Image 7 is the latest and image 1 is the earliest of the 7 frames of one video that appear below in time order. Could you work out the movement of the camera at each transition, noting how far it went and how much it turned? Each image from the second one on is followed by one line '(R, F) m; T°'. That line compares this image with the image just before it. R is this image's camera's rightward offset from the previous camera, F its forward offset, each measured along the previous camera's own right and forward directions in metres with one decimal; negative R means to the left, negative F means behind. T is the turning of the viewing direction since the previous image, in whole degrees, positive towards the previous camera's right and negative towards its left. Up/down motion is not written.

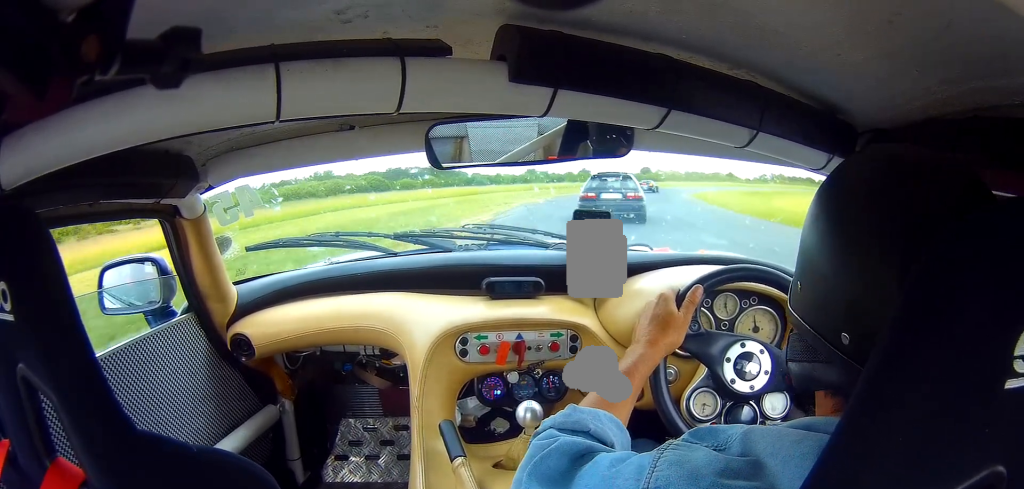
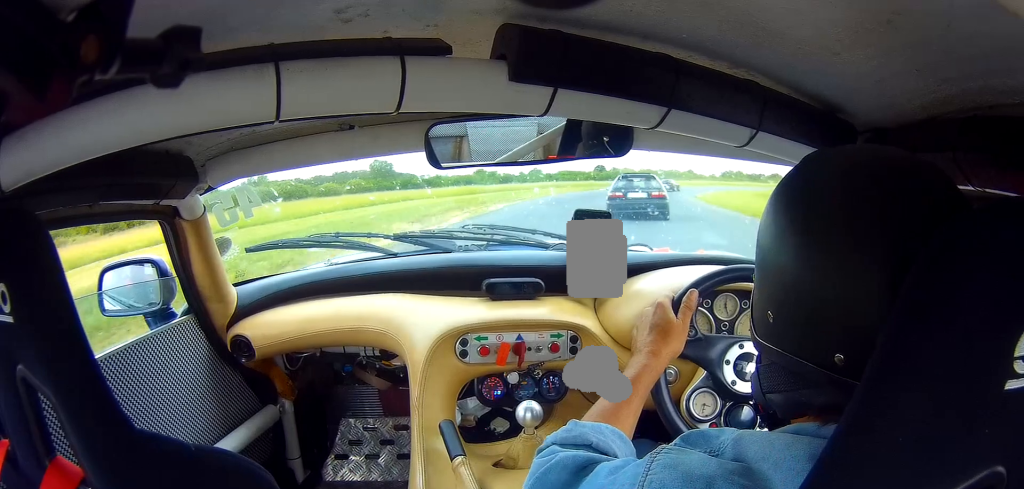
(-0.1, +19.6) m; +5°
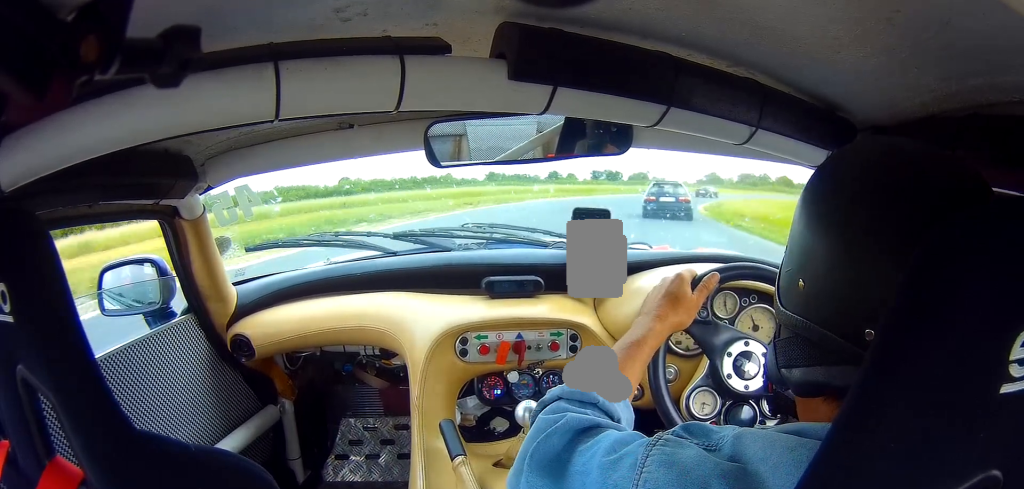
(+11.4, +55.4) m; +24°
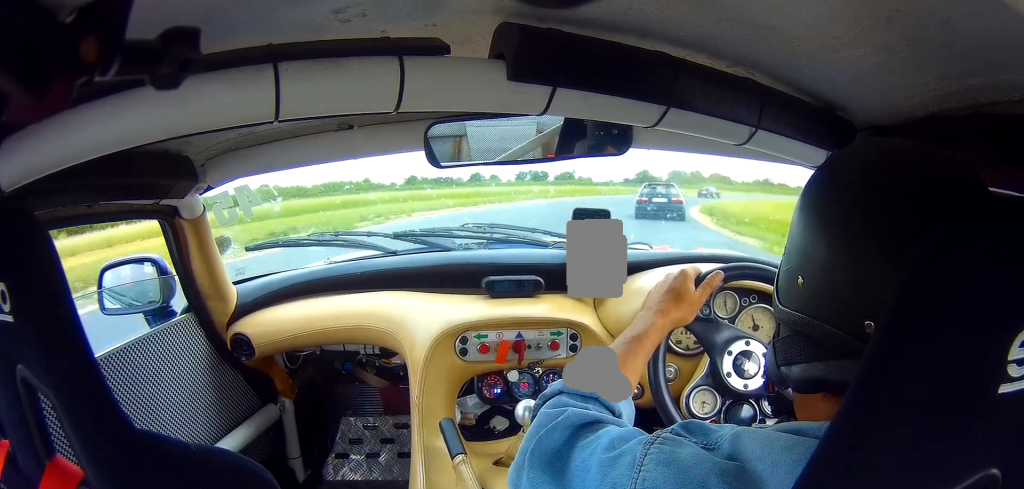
(+1.1, +14.2) m; +5°
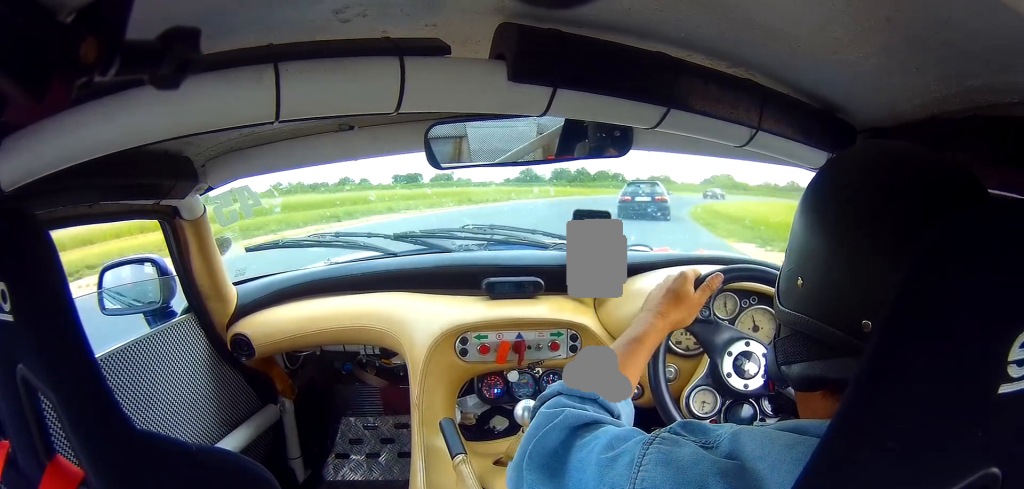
(+1.4, +22.7) m; +8°
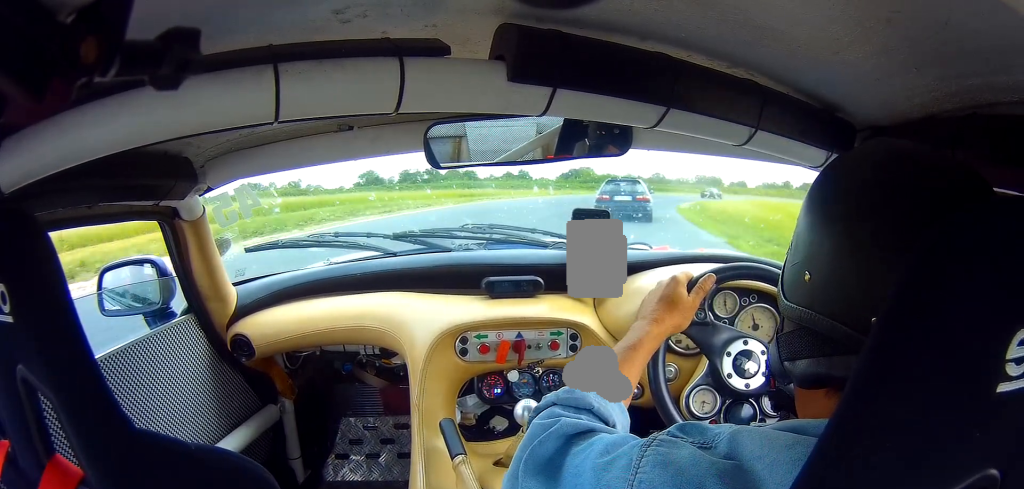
(+1.4, +26.4) m; +11°
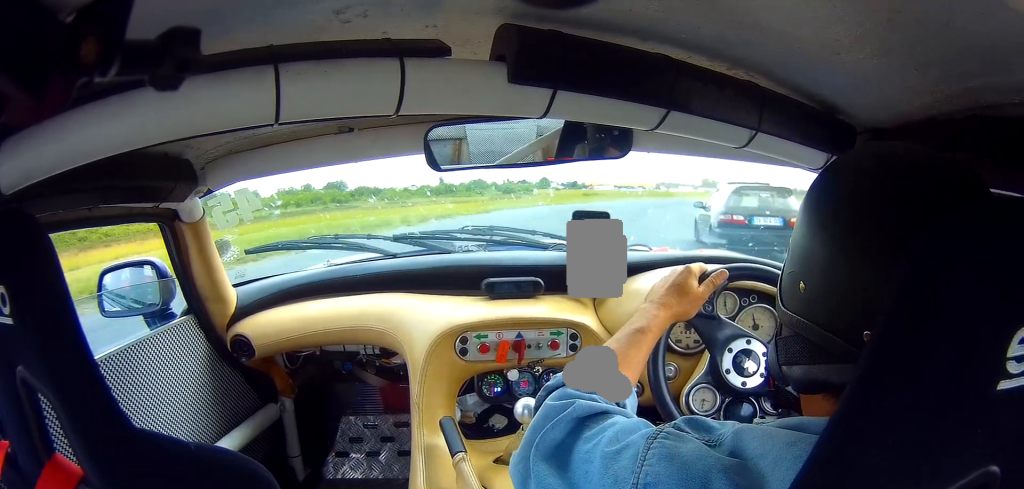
(+49.4, +79.4) m; +55°
